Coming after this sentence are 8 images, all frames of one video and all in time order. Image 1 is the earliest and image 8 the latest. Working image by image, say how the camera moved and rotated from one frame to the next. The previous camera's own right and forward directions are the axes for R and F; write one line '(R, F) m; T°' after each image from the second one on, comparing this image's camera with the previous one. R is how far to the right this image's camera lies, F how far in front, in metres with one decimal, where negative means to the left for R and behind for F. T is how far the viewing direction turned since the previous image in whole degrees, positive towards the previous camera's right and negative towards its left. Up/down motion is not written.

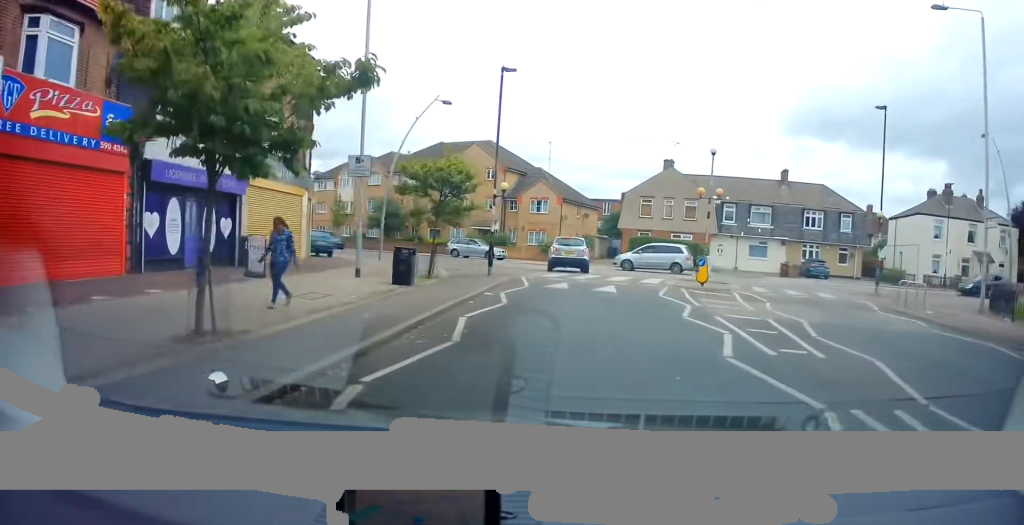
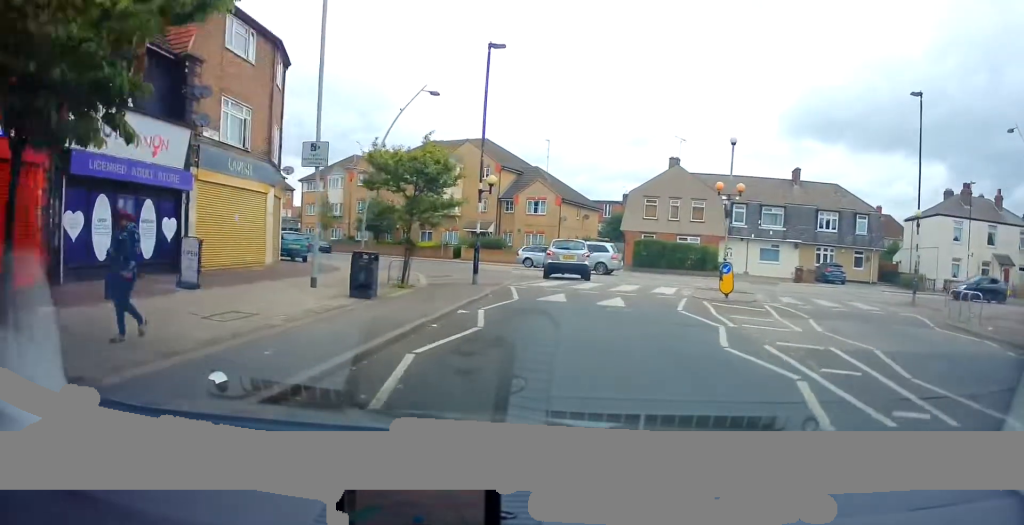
(0.0, +3.2) m; -1°
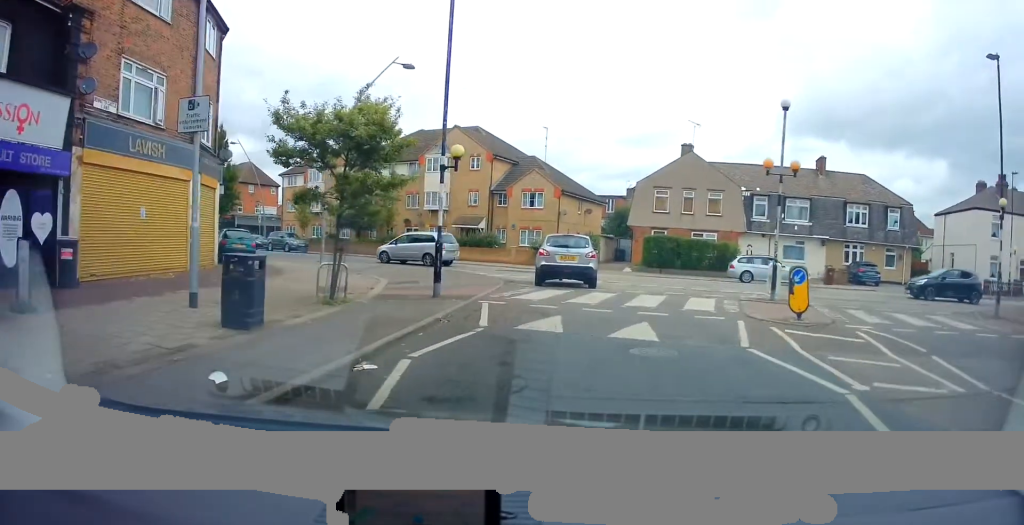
(0.0, +4.9) m; +1°
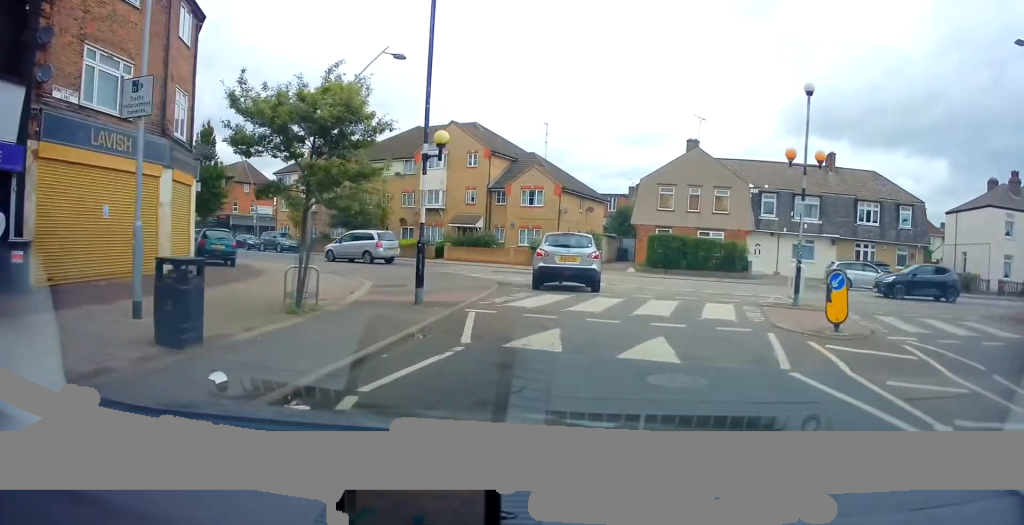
(+0.1, +1.3) m; -2°
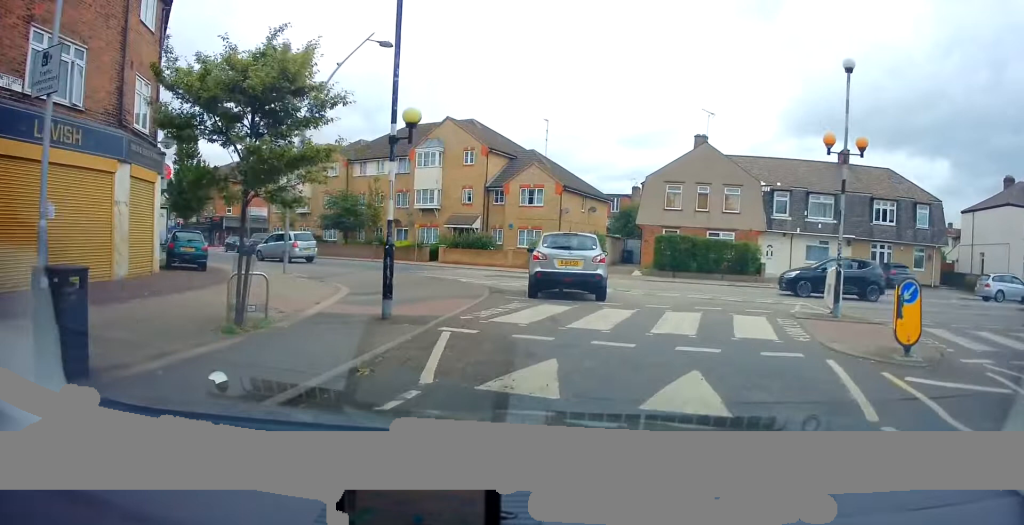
(-0.1, +1.8) m; -2°
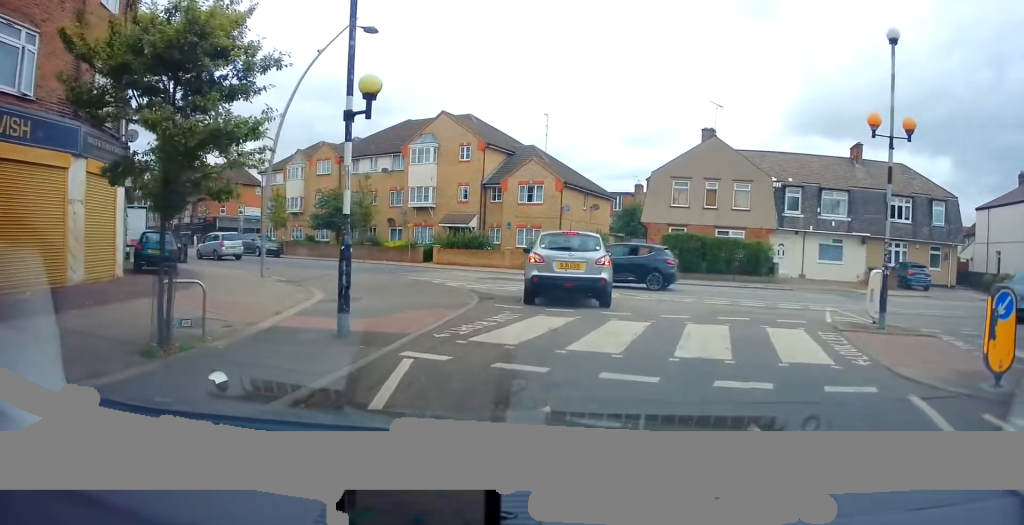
(-0.1, +1.3) m; 0°
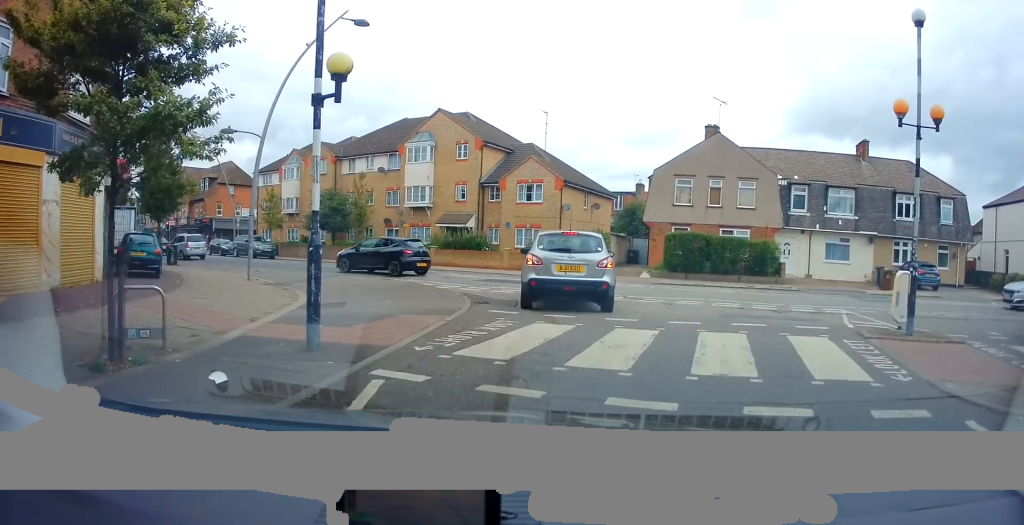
(+0.1, +0.5) m; 0°
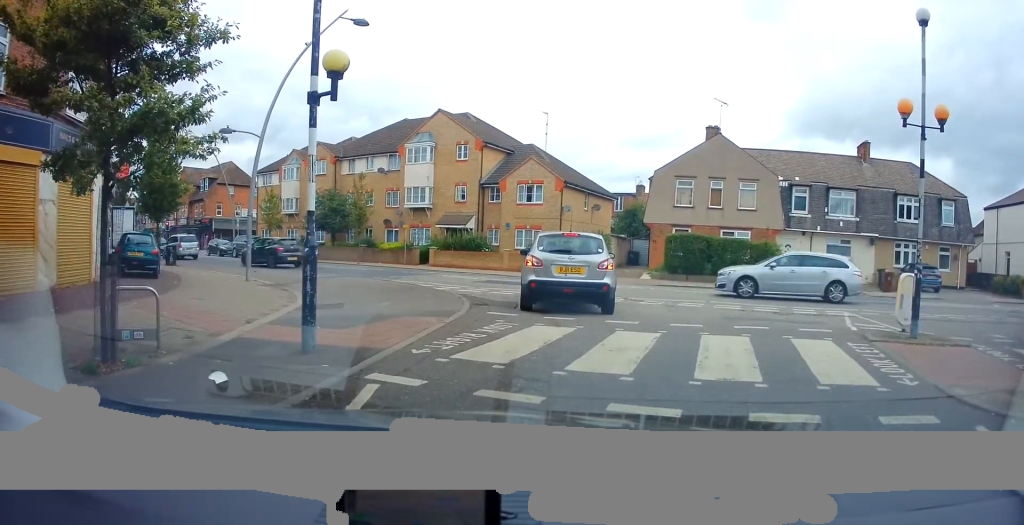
(0.0, 0.0) m; 0°
